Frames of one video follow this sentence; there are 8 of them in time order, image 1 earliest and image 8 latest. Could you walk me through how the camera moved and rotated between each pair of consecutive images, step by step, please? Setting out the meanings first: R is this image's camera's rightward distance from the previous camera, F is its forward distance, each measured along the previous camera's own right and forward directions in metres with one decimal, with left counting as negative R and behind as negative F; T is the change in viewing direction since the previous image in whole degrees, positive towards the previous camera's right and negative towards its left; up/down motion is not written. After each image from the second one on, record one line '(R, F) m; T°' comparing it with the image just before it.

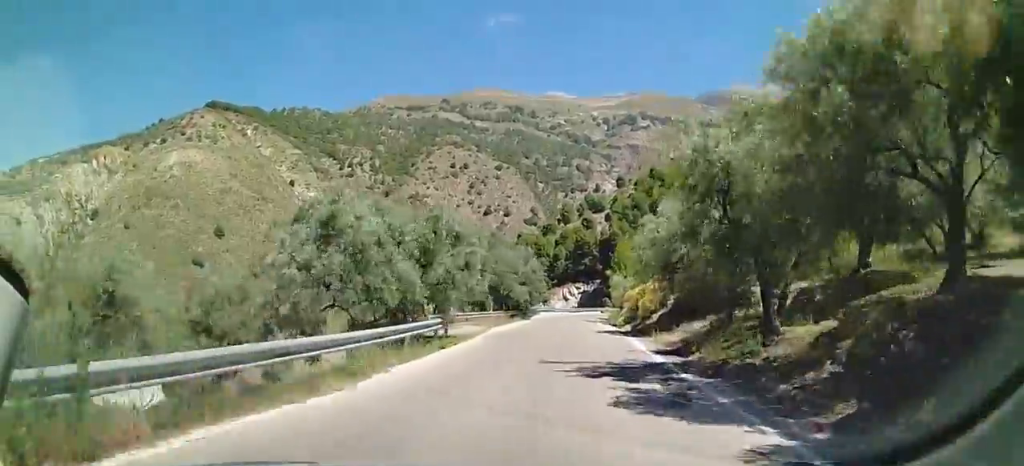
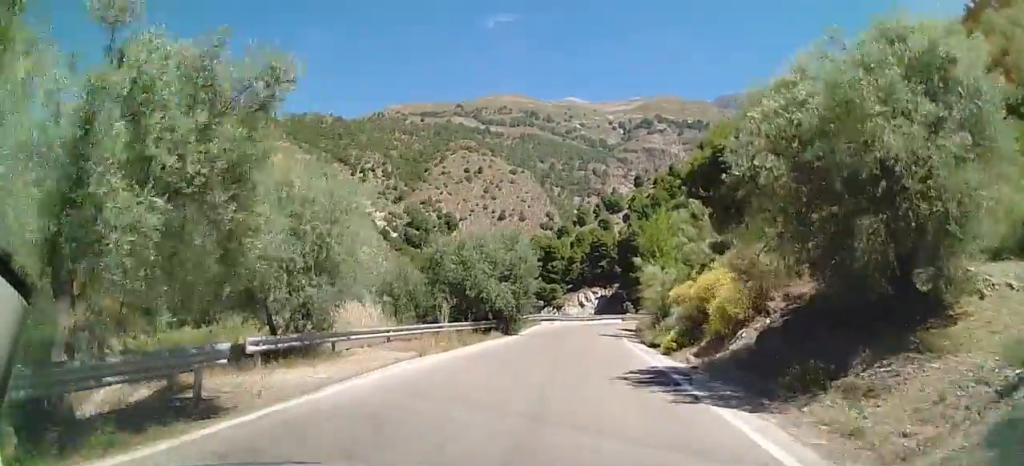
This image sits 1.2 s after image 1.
(-0.8, +15.9) m; -6°
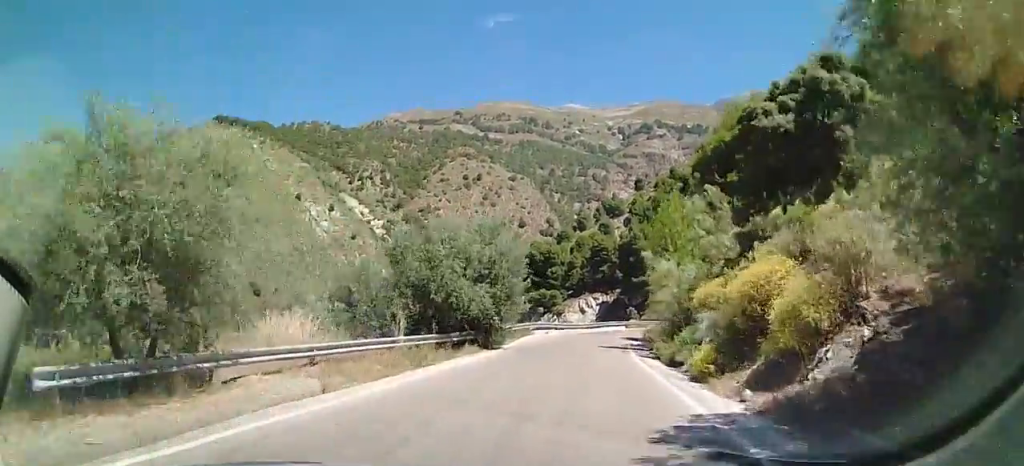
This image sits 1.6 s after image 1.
(-0.2, +5.9) m; 0°
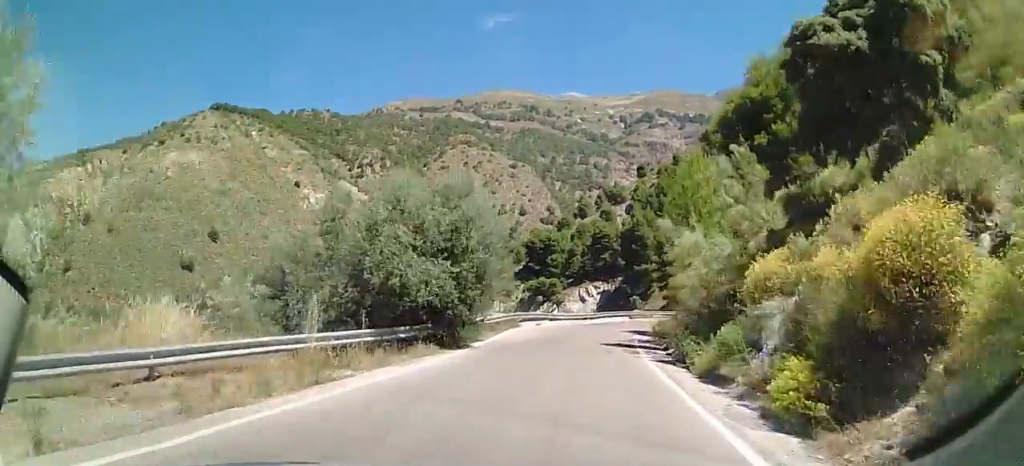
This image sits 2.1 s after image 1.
(-0.2, +6.3) m; 0°
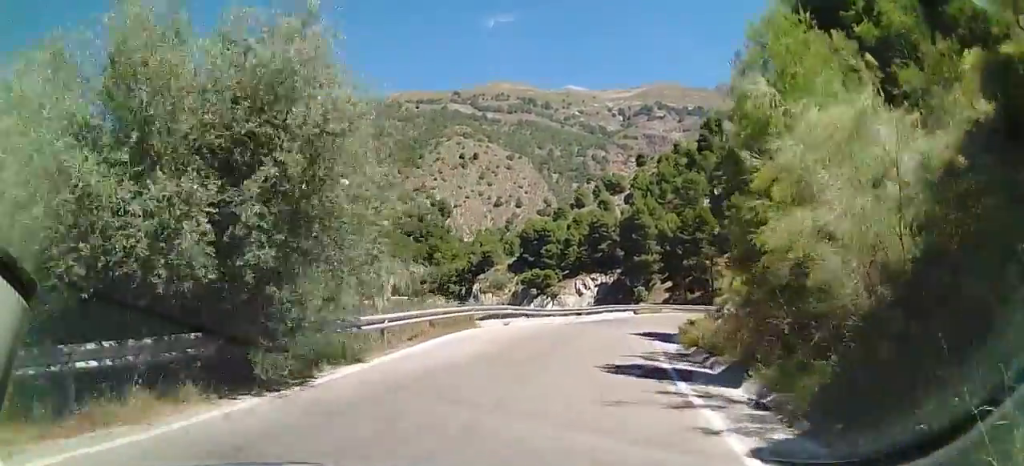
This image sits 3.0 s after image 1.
(+0.2, +11.1) m; +1°
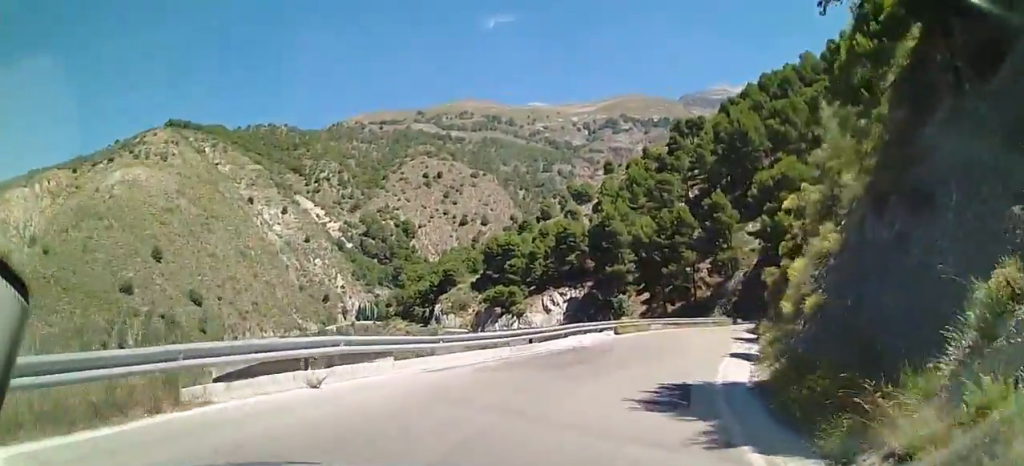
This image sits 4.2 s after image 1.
(+0.1, +14.9) m; +4°
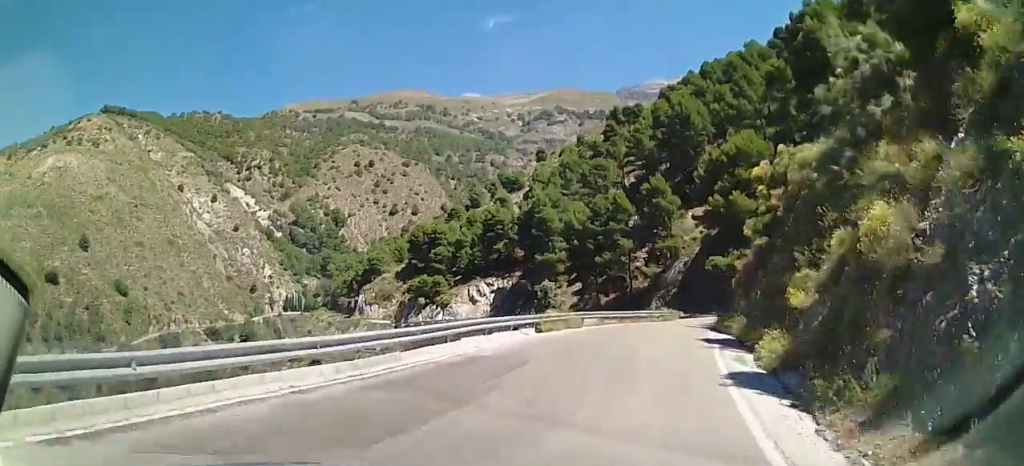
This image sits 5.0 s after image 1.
(+0.5, +8.5) m; +7°
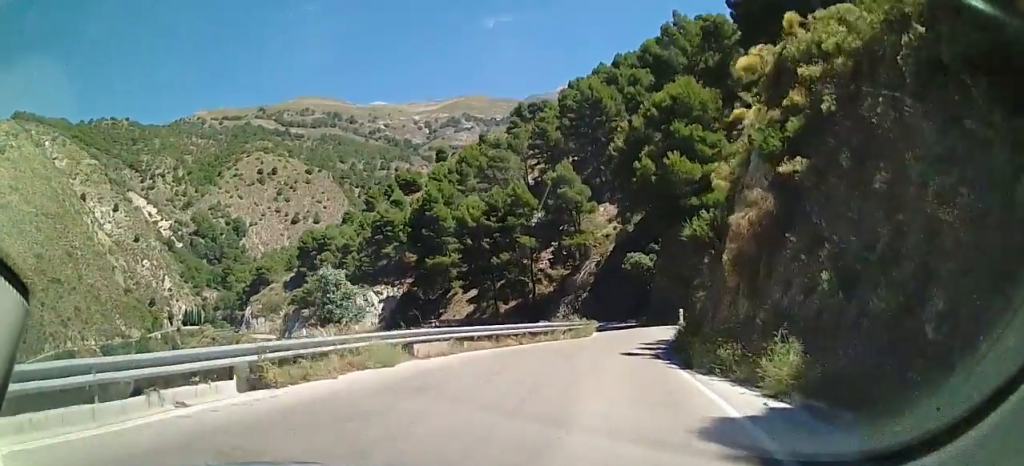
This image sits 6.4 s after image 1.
(+1.6, +14.9) m; +9°
